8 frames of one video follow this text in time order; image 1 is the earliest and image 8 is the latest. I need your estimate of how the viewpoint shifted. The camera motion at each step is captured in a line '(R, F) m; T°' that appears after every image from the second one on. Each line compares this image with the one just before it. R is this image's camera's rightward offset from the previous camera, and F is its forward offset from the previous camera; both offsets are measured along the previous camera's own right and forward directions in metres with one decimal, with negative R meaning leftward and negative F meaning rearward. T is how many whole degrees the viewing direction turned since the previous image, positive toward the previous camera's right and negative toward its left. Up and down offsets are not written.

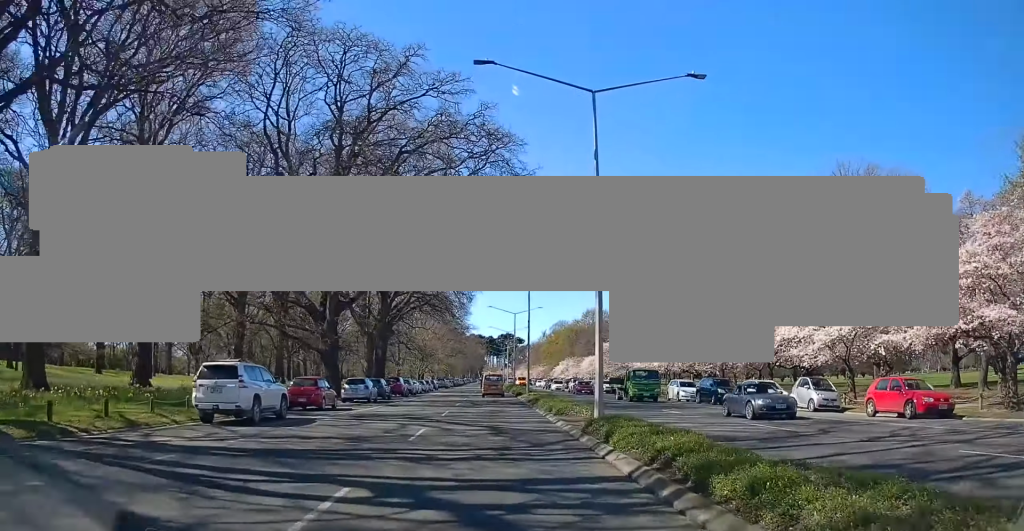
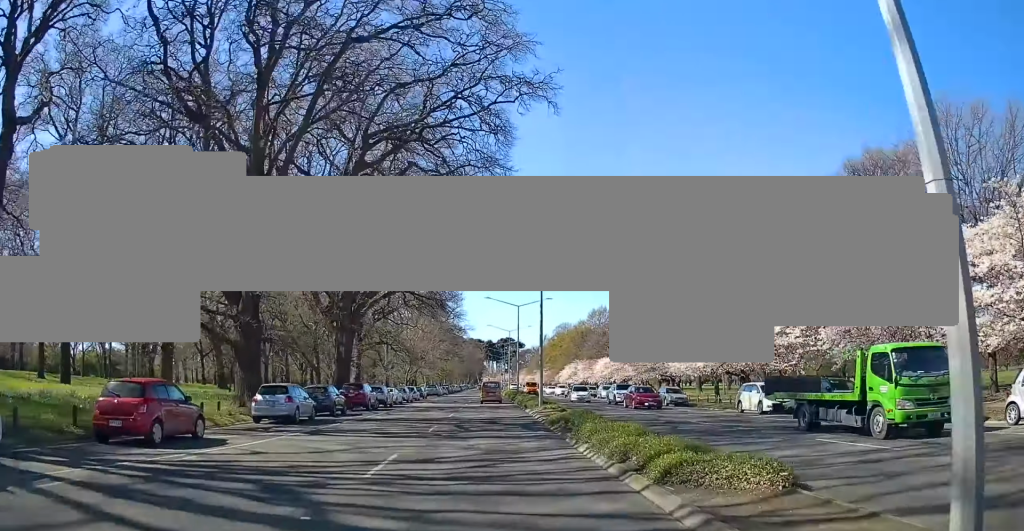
(0.0, +14.7) m; 0°
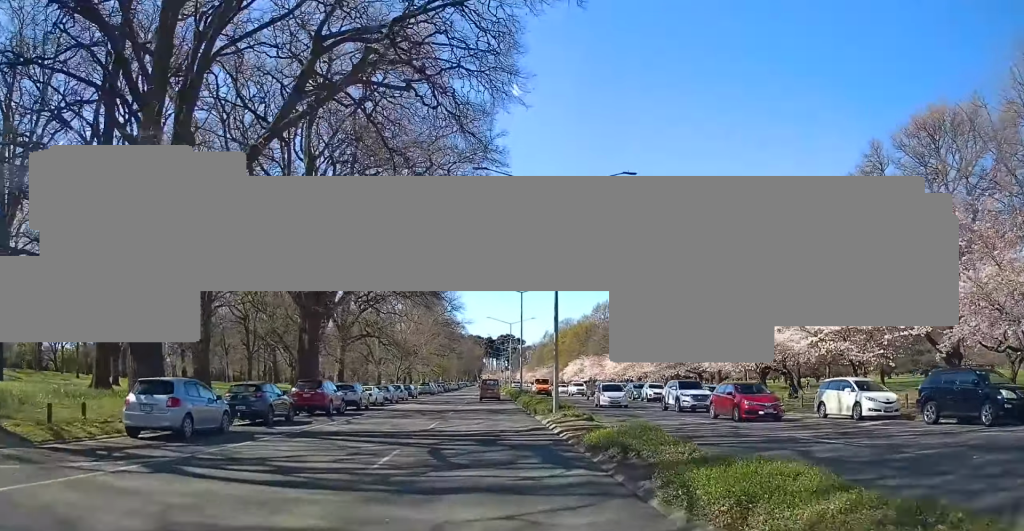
(0.0, +9.2) m; 0°
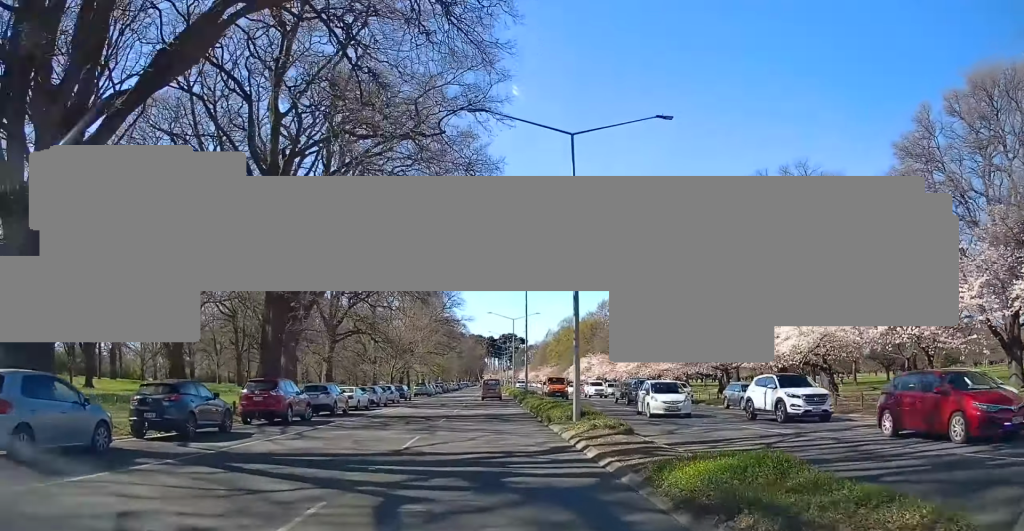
(0.0, +6.5) m; 0°
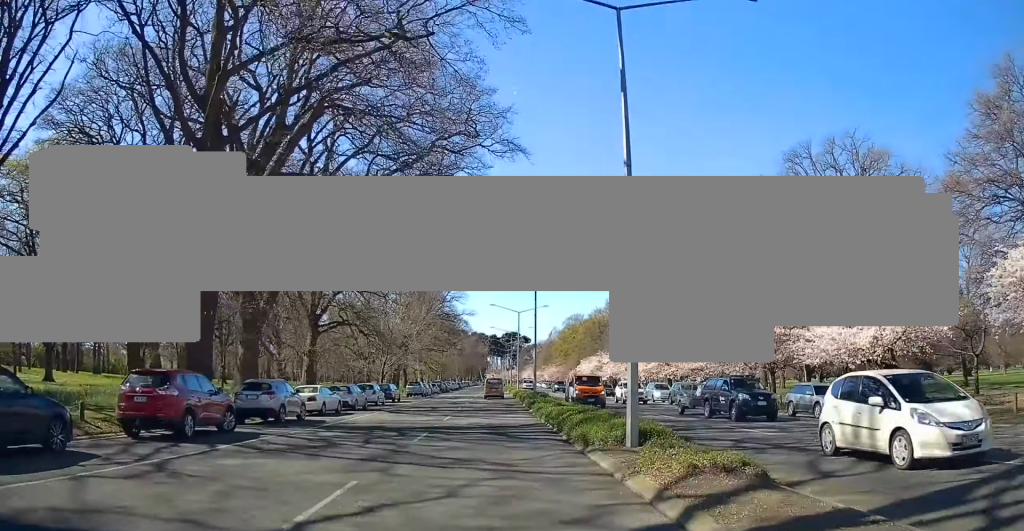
(+0.1, +8.4) m; 0°
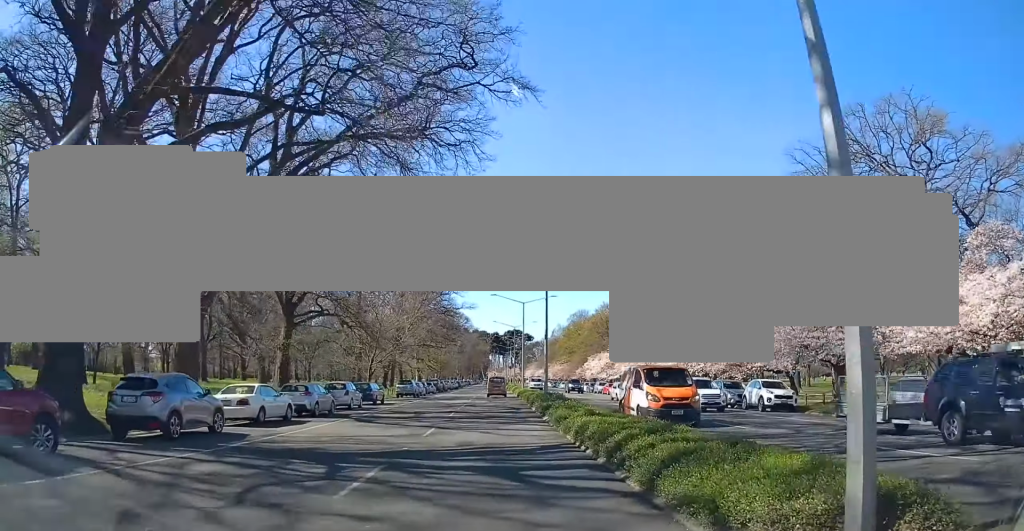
(0.0, +8.4) m; -1°
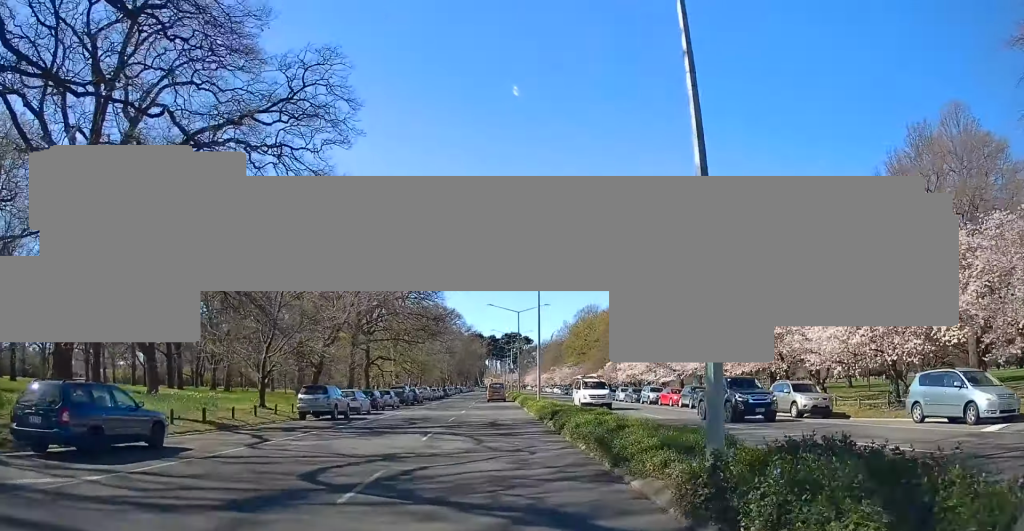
(-0.6, +29.0) m; -1°
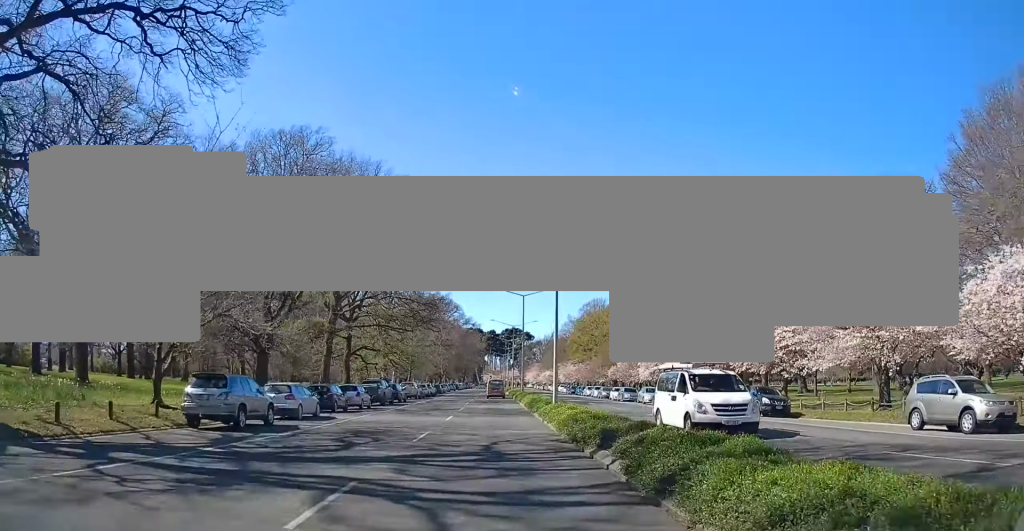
(+0.2, +11.5) m; 0°
